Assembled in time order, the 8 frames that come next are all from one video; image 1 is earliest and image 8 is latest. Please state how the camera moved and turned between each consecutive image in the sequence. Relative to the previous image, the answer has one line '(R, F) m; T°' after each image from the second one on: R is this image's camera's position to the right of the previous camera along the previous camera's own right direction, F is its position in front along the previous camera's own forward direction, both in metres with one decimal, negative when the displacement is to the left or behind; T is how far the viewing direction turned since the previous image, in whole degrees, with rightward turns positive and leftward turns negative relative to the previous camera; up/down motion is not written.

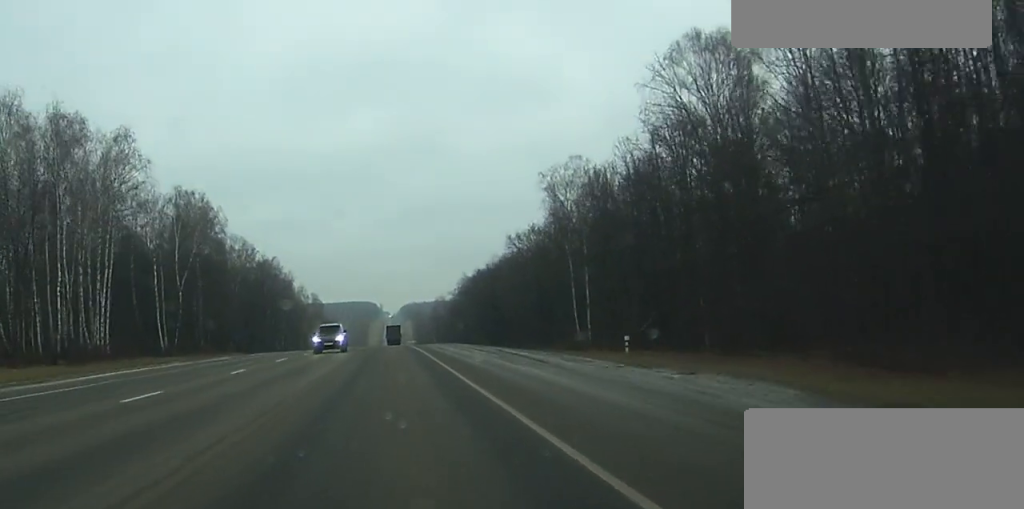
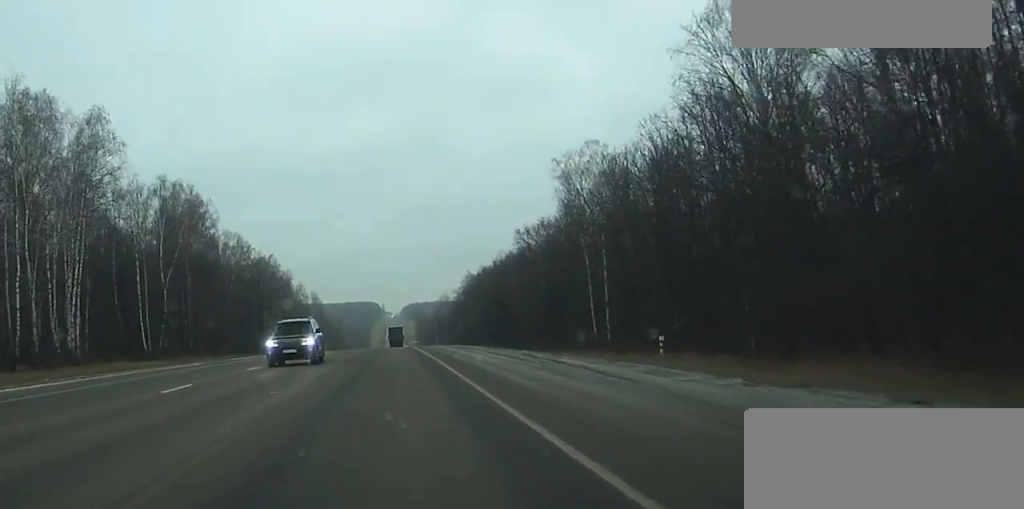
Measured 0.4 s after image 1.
(0.0, +8.9) m; 0°
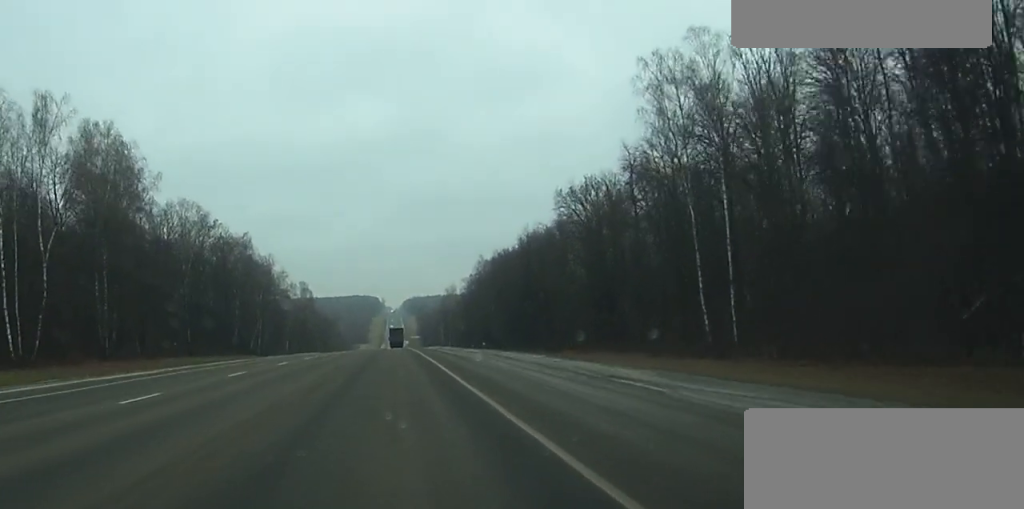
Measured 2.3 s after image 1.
(0.0, +39.2) m; 0°
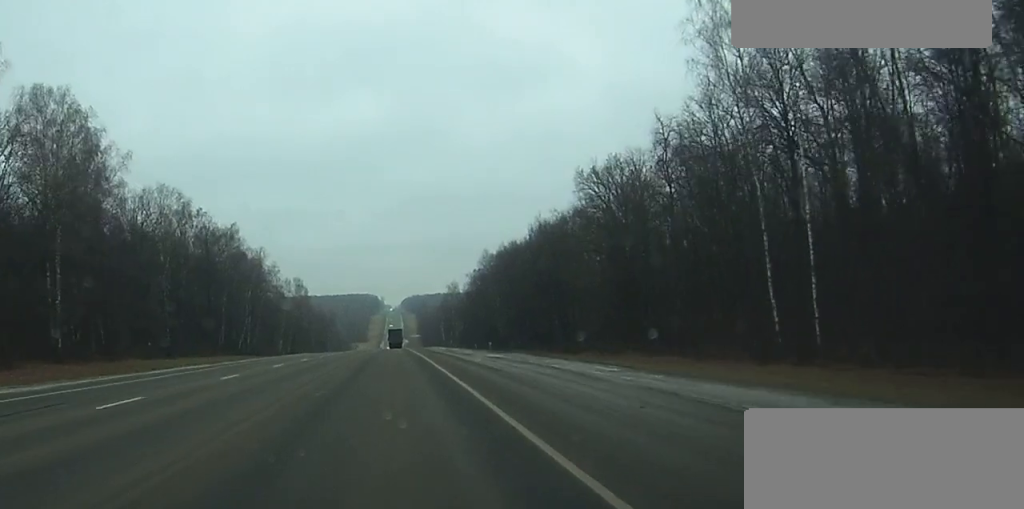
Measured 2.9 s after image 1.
(+0.1, +13.6) m; 0°
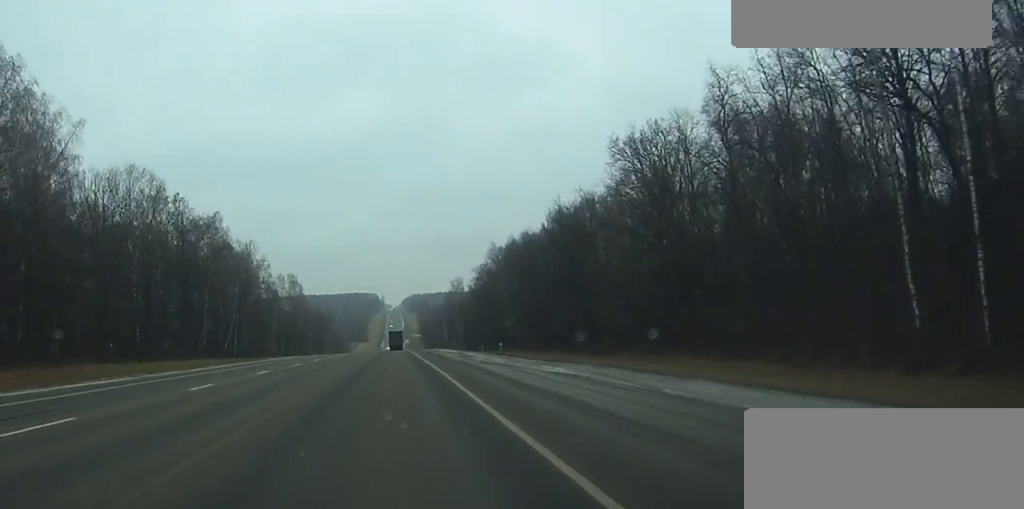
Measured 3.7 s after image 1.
(0.0, +16.6) m; 0°
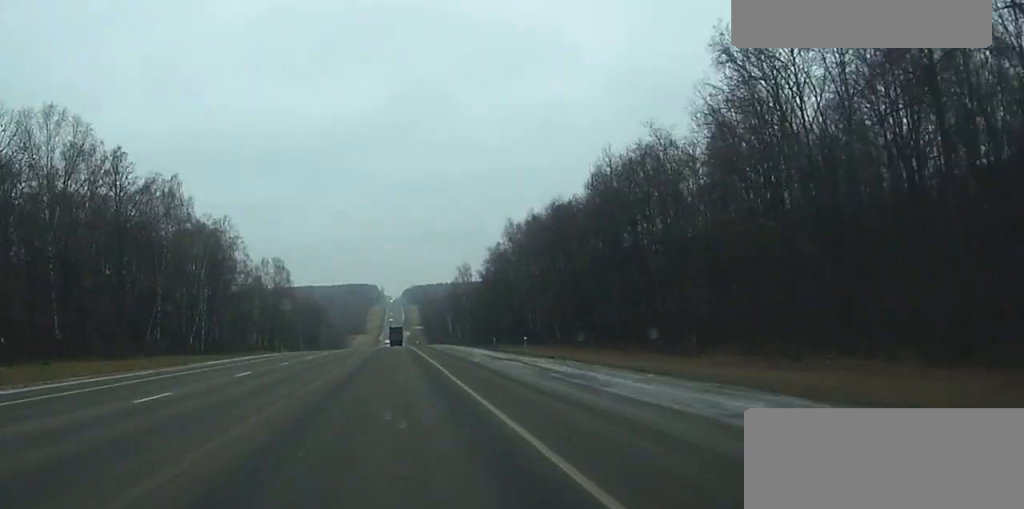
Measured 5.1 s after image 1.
(-0.1, +30.1) m; 0°
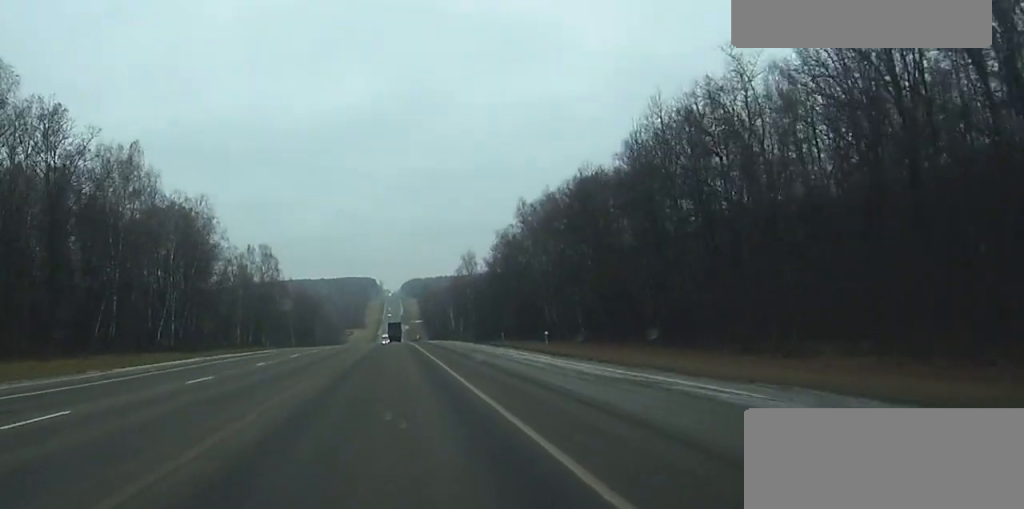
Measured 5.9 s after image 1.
(0.0, +19.3) m; 0°
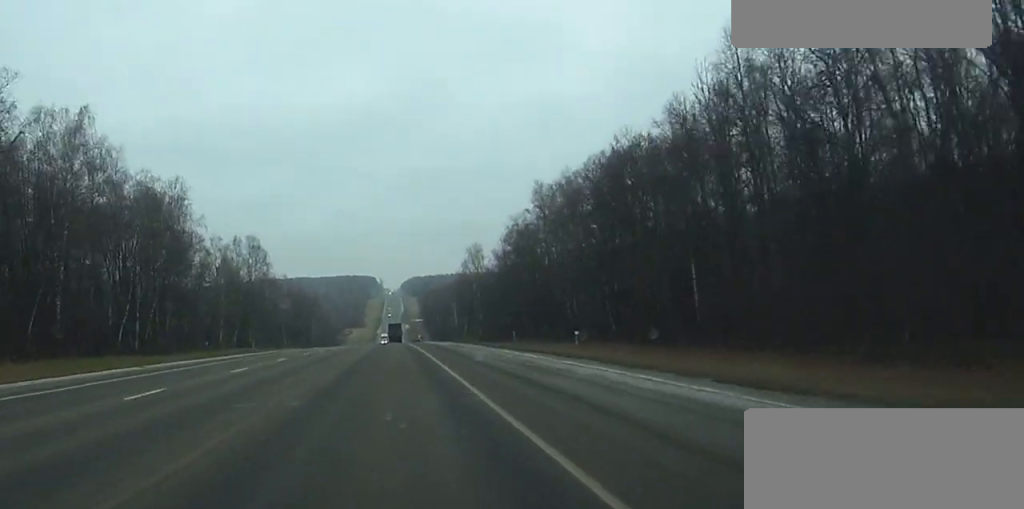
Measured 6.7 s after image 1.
(0.0, +18.0) m; 0°
